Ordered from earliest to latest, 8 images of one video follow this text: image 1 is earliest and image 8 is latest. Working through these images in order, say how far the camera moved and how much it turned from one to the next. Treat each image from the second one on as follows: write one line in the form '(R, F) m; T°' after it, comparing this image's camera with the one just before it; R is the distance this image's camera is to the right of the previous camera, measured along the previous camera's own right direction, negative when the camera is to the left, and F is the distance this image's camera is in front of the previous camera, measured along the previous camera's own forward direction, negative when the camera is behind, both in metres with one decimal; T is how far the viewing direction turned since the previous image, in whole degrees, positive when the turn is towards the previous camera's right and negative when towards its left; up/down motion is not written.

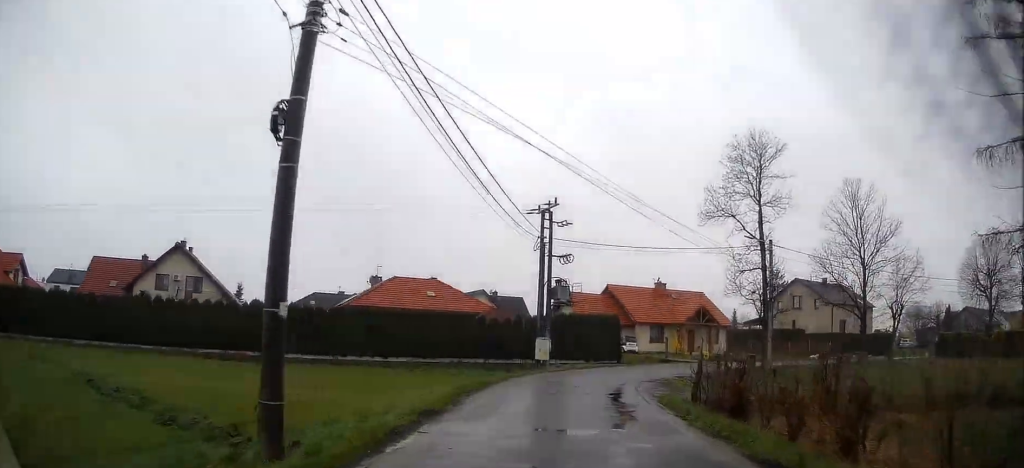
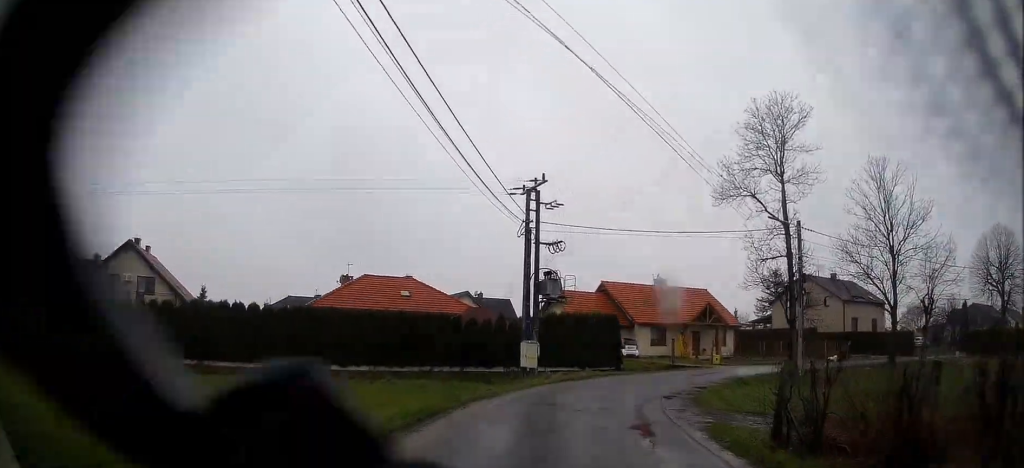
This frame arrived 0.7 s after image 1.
(+0.2, +6.2) m; +2°
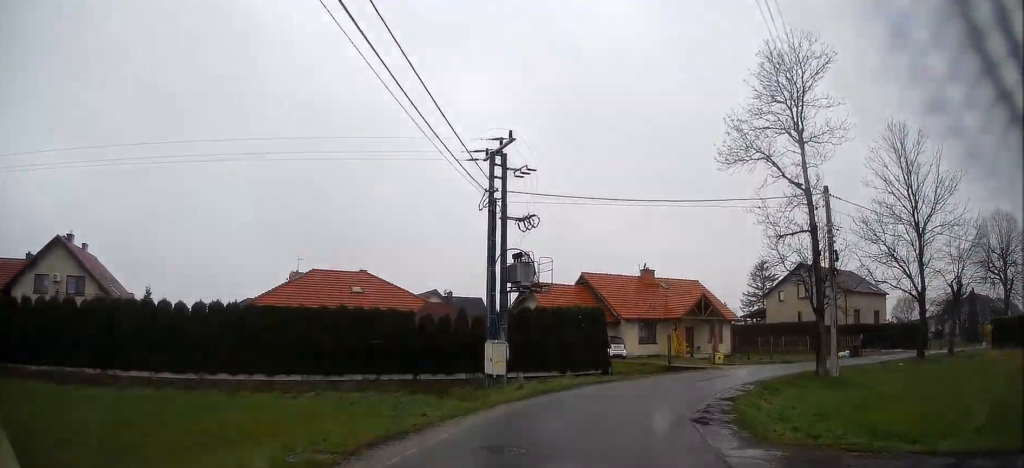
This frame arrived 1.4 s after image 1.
(+0.1, +6.5) m; +4°
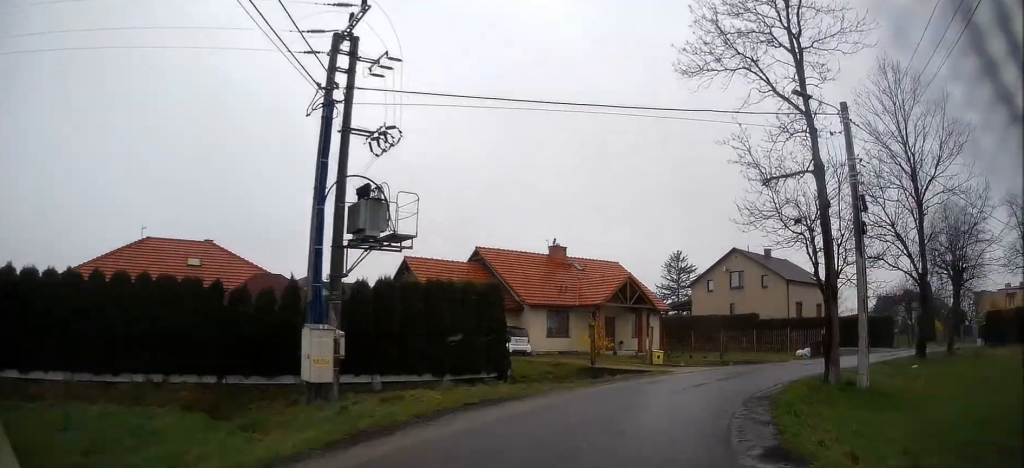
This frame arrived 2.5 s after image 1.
(+0.6, +9.6) m; +8°
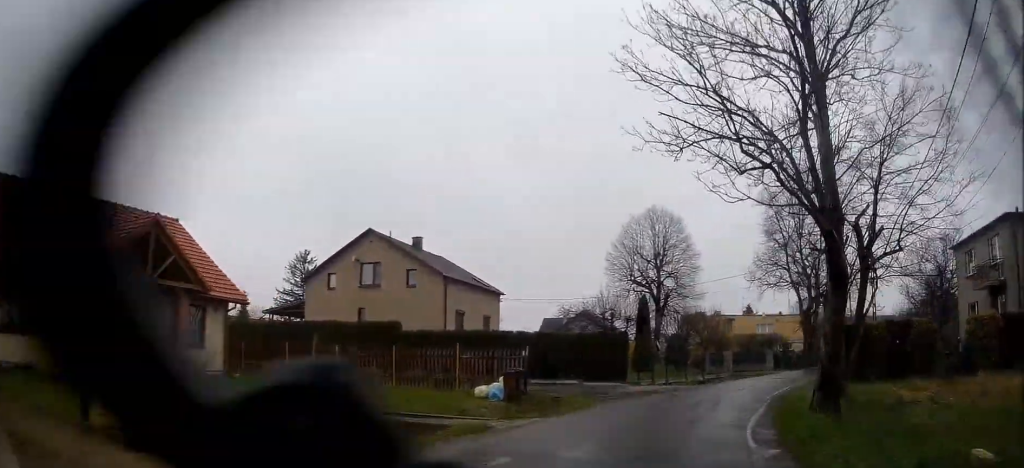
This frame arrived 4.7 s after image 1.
(+3.2, +18.4) m; +21°
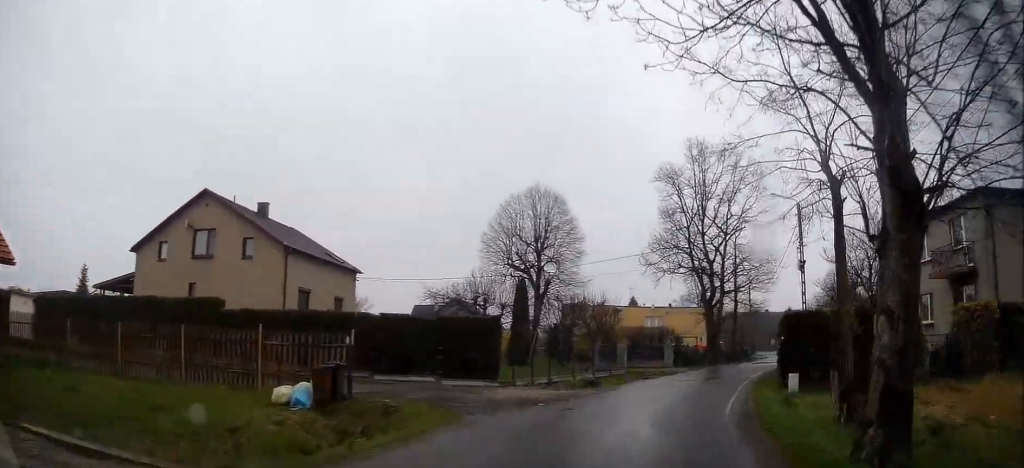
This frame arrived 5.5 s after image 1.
(+0.5, +6.6) m; +11°
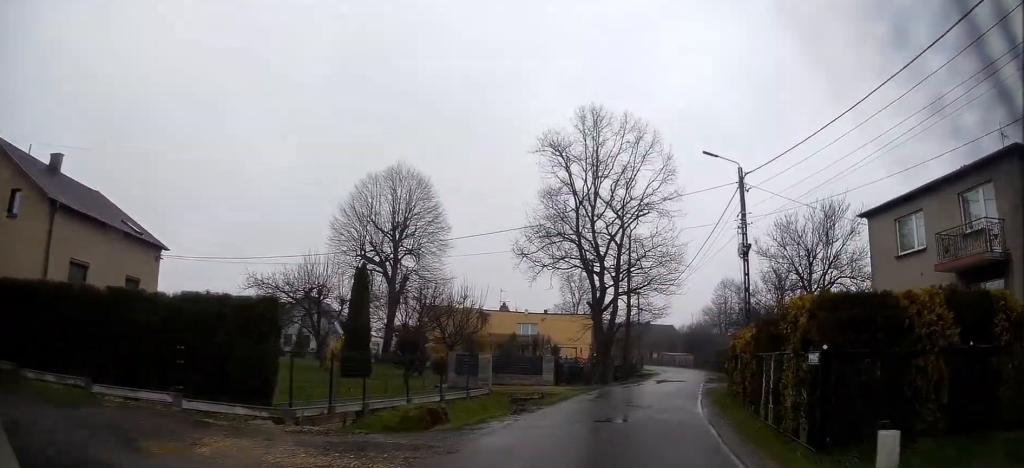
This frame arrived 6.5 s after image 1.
(+1.3, +9.0) m; +16°
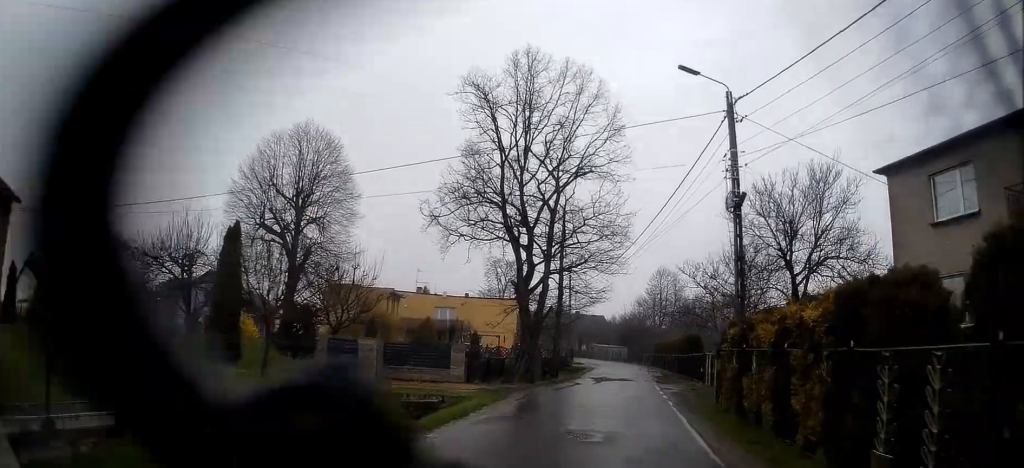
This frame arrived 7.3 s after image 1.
(+0.6, +6.7) m; +10°
